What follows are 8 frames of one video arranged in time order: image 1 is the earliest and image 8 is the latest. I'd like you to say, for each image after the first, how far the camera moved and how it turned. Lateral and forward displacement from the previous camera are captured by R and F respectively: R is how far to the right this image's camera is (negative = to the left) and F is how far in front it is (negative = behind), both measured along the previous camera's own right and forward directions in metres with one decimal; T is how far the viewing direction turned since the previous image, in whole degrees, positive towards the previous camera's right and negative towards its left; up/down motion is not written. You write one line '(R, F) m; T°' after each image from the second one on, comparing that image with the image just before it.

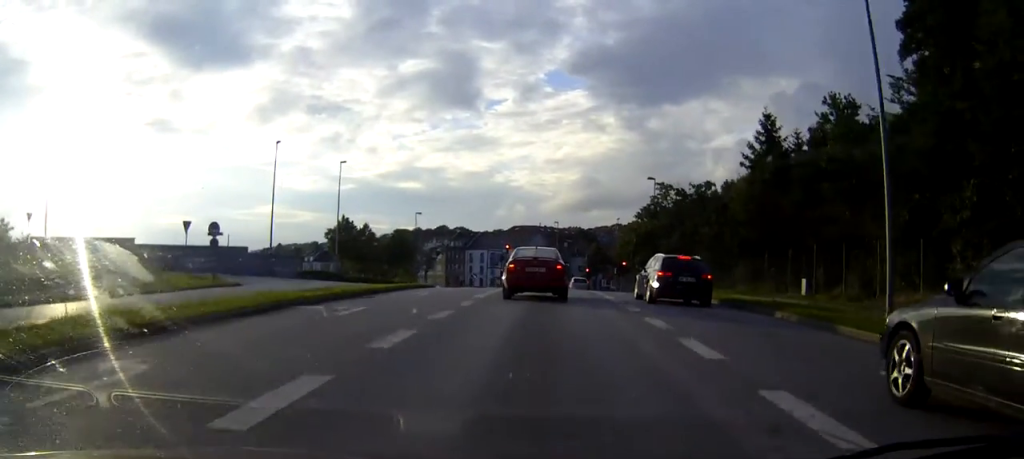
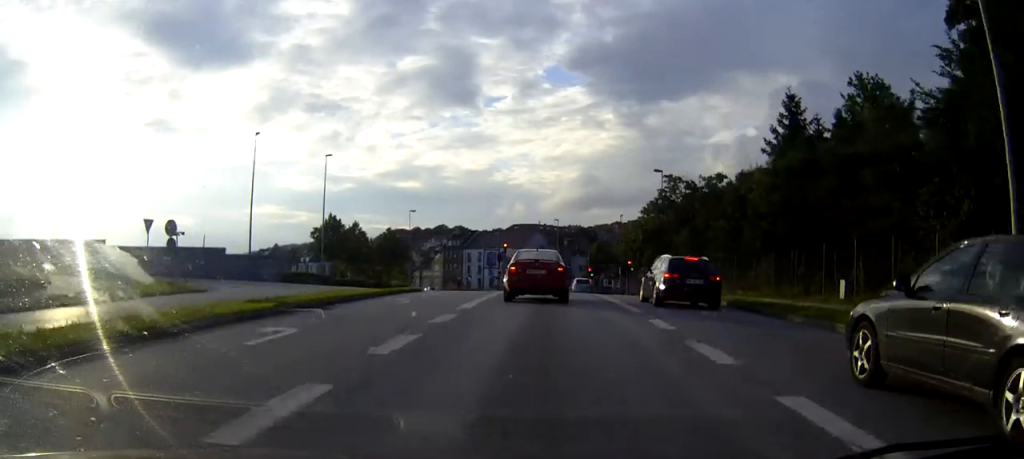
(0.0, +4.4) m; 0°
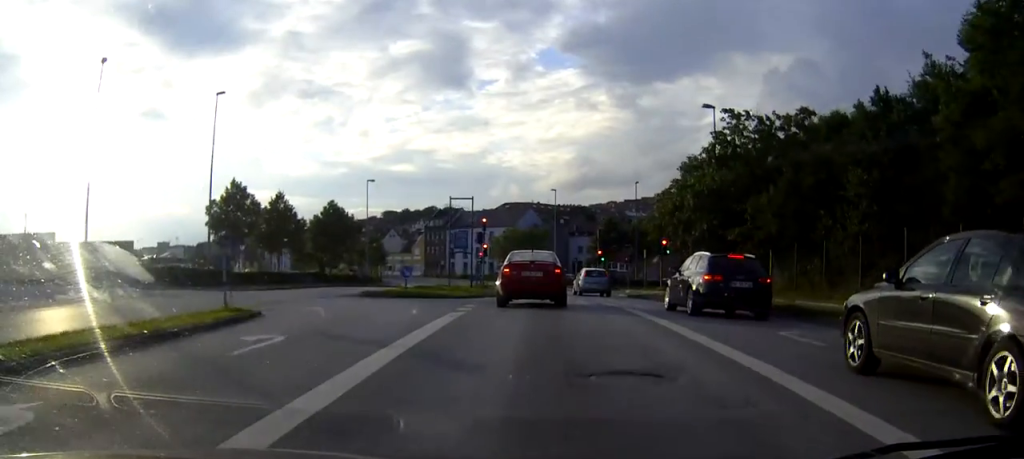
(+0.1, +21.3) m; +1°
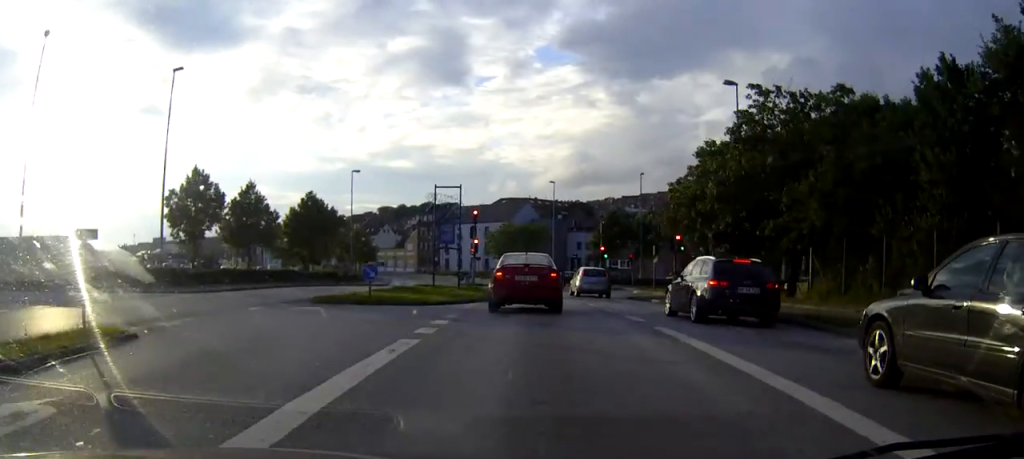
(0.0, +5.5) m; 0°
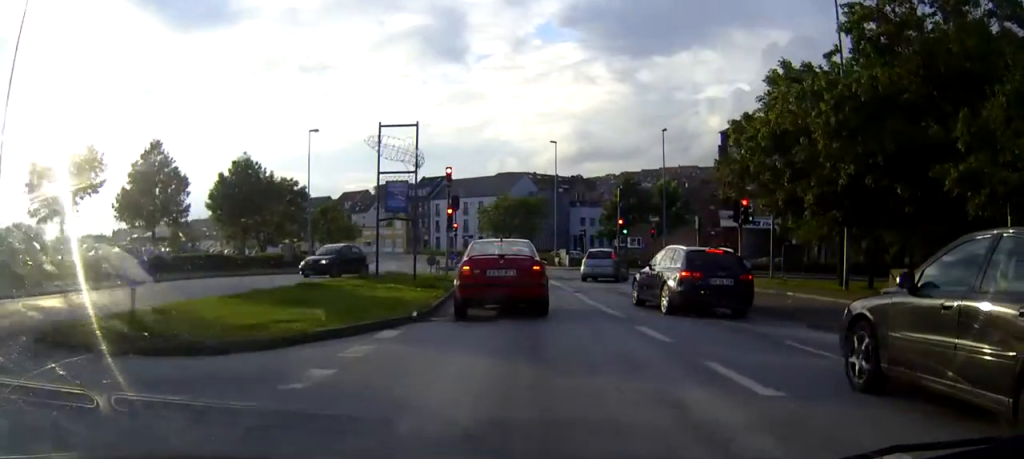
(+0.1, +14.0) m; 0°
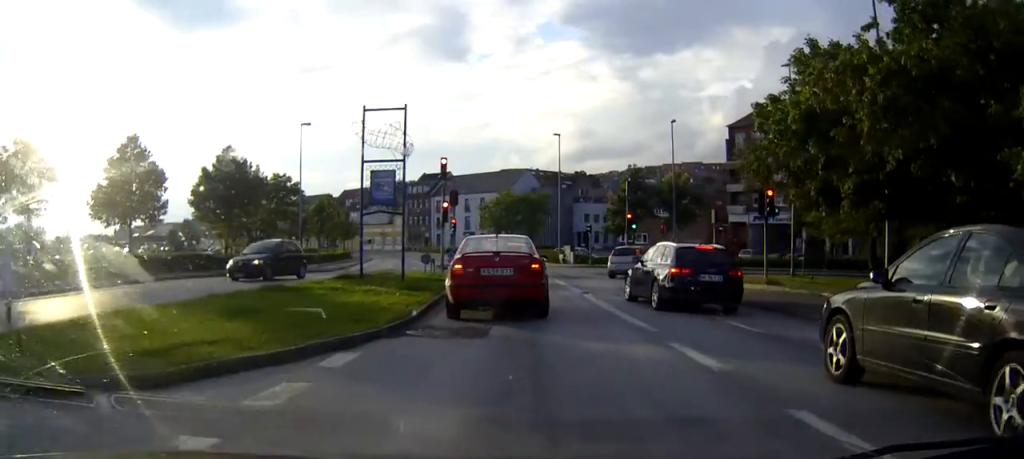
(0.0, +2.8) m; 0°
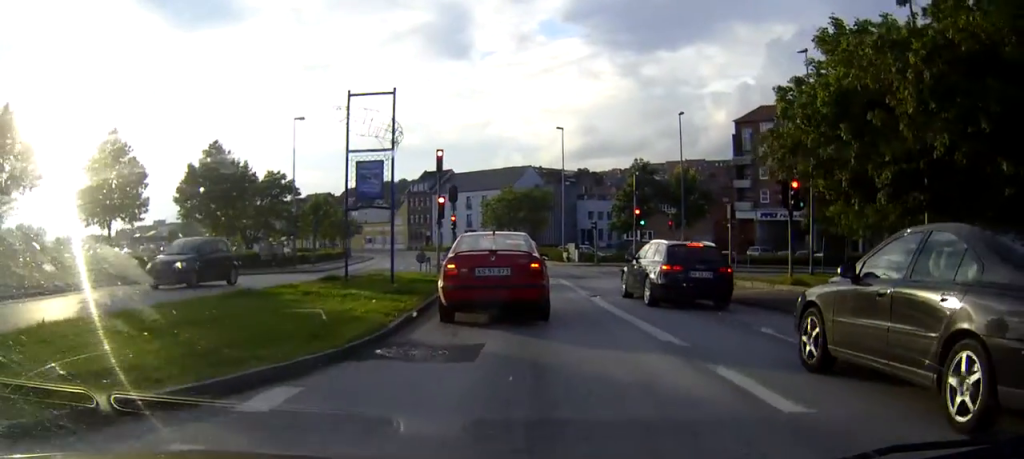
(0.0, +2.2) m; -1°
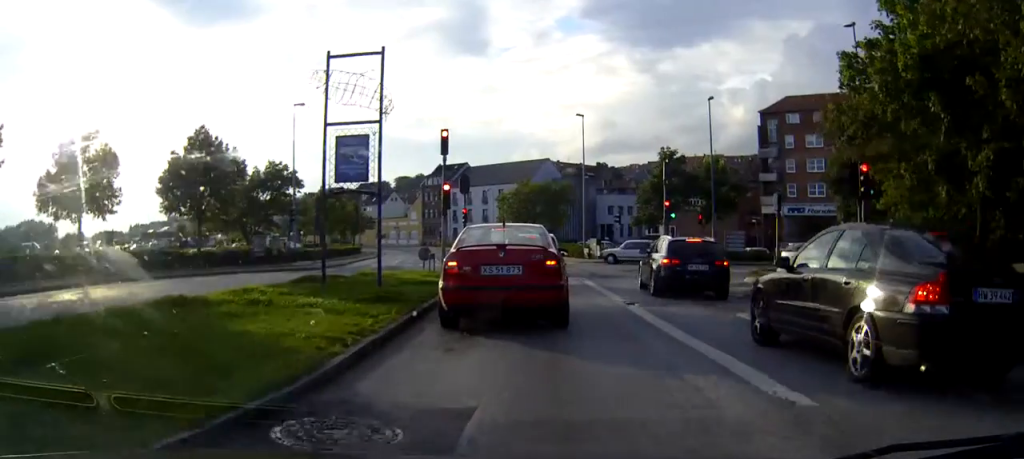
(0.0, +4.1) m; -1°
